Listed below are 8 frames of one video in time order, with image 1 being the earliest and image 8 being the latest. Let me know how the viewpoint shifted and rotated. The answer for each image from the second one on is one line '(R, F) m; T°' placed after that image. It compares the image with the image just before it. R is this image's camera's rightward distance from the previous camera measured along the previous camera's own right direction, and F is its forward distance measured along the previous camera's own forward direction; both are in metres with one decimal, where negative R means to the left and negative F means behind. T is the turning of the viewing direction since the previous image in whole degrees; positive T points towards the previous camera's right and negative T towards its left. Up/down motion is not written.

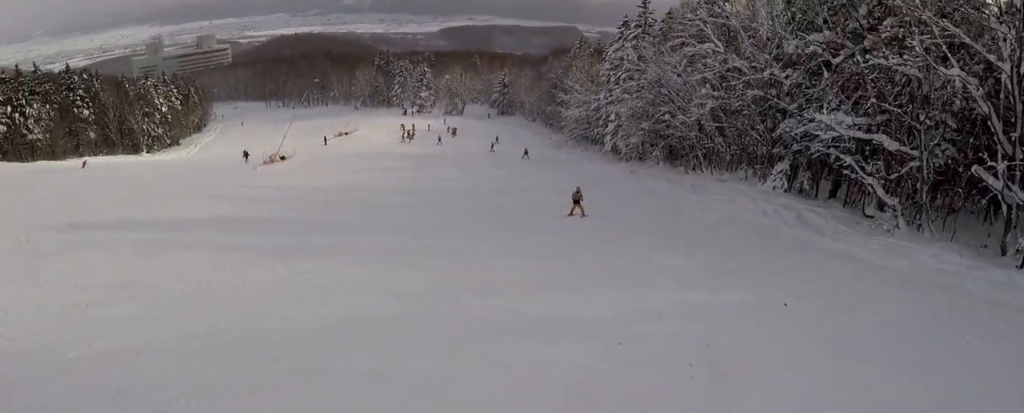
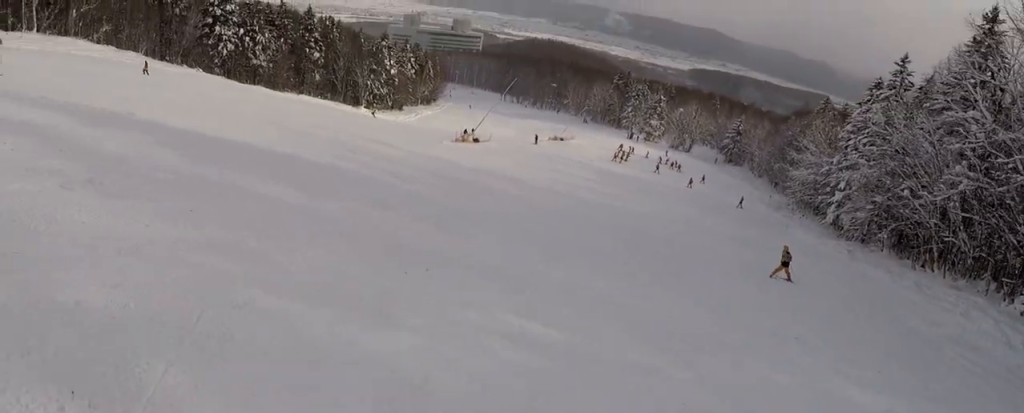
(-2.9, +5.3) m; -40°
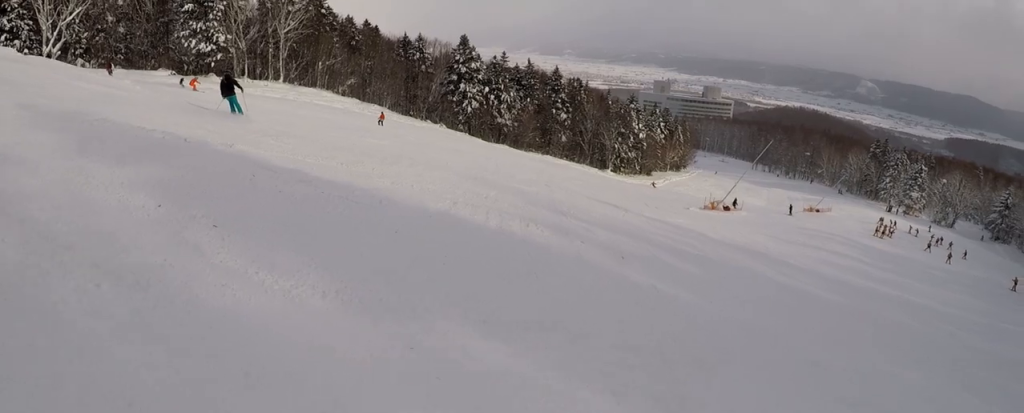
(-0.3, +5.1) m; -3°
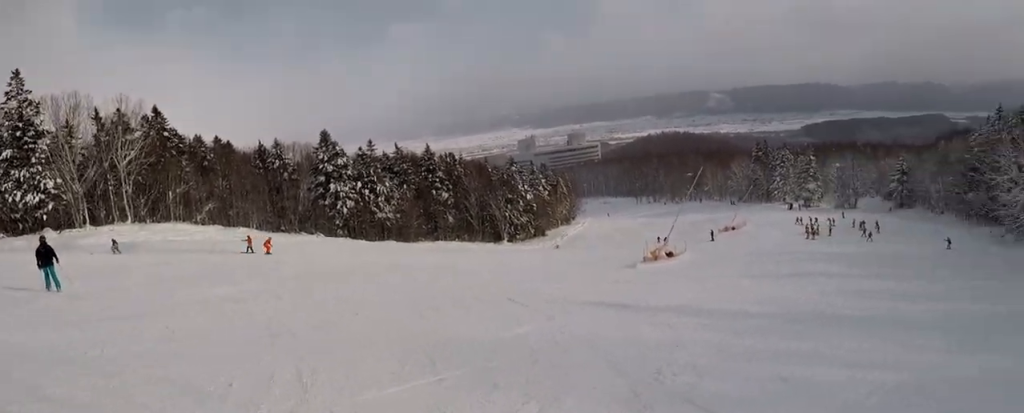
(-0.8, +8.8) m; -8°
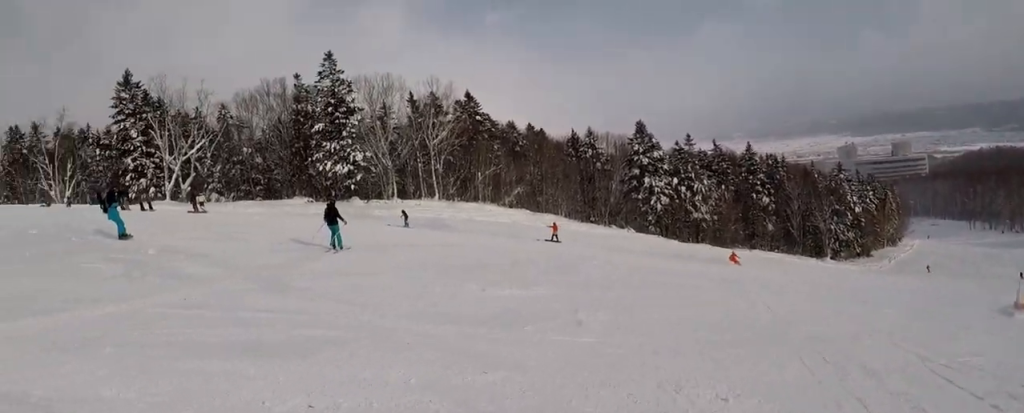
(+0.3, +4.9) m; 0°
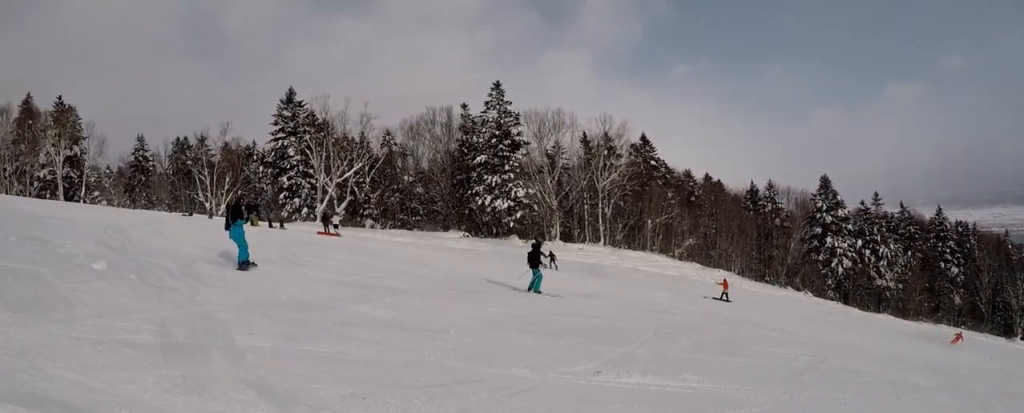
(-0.3, +3.5) m; -16°
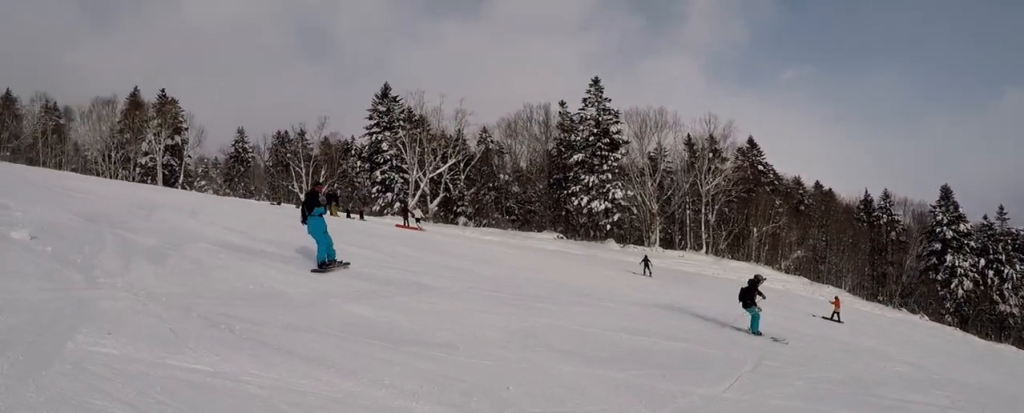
(-0.4, +1.8) m; -15°
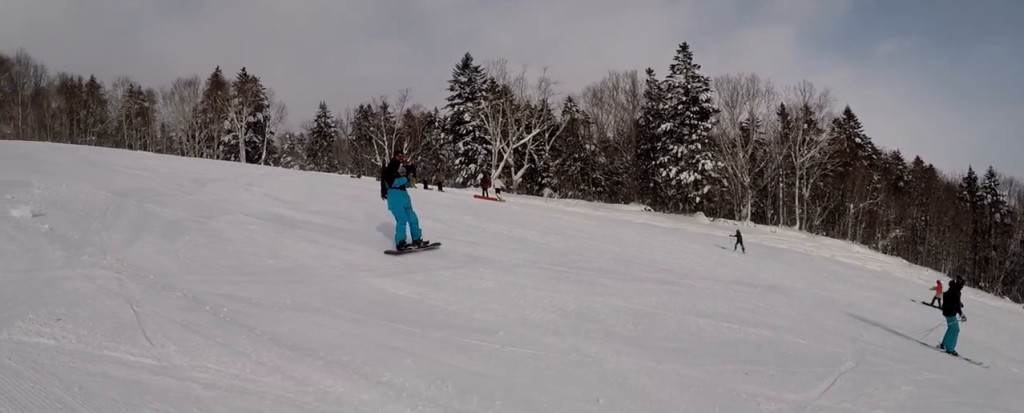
(0.0, +1.0) m; -7°
